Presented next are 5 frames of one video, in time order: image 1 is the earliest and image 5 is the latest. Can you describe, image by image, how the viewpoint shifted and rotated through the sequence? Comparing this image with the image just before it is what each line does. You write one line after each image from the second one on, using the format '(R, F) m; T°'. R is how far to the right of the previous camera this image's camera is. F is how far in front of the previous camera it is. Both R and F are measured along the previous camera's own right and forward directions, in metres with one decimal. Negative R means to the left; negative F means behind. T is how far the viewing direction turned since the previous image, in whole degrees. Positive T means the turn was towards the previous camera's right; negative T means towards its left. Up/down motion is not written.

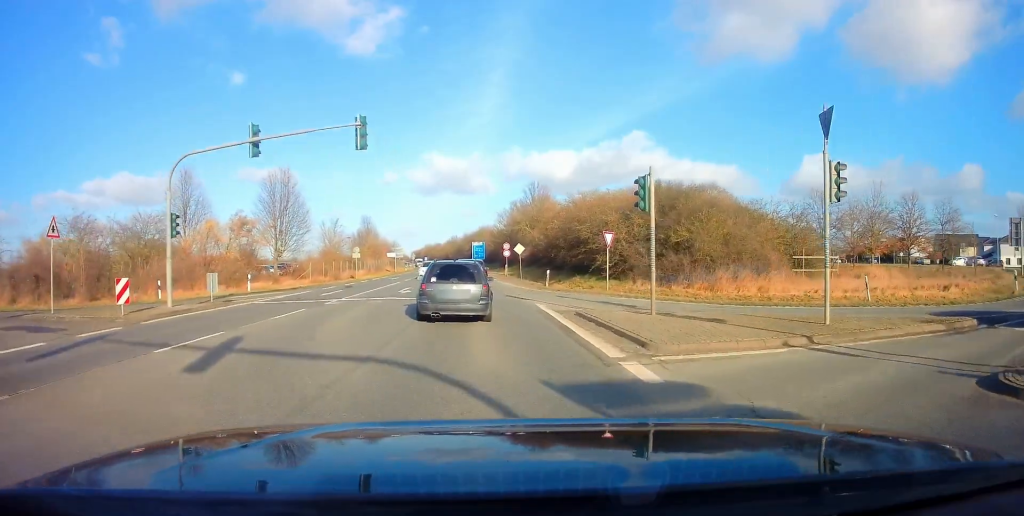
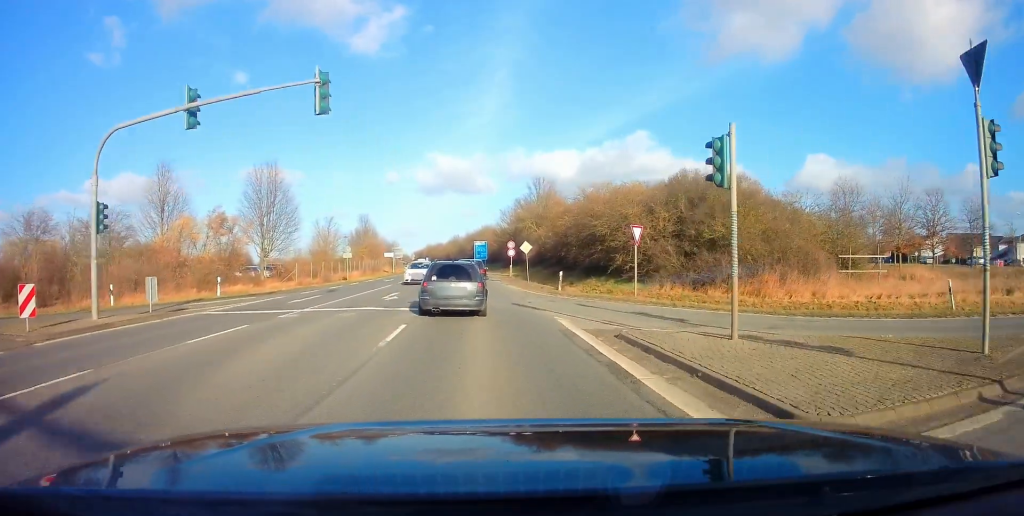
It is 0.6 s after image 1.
(+0.1, +4.6) m; -1°
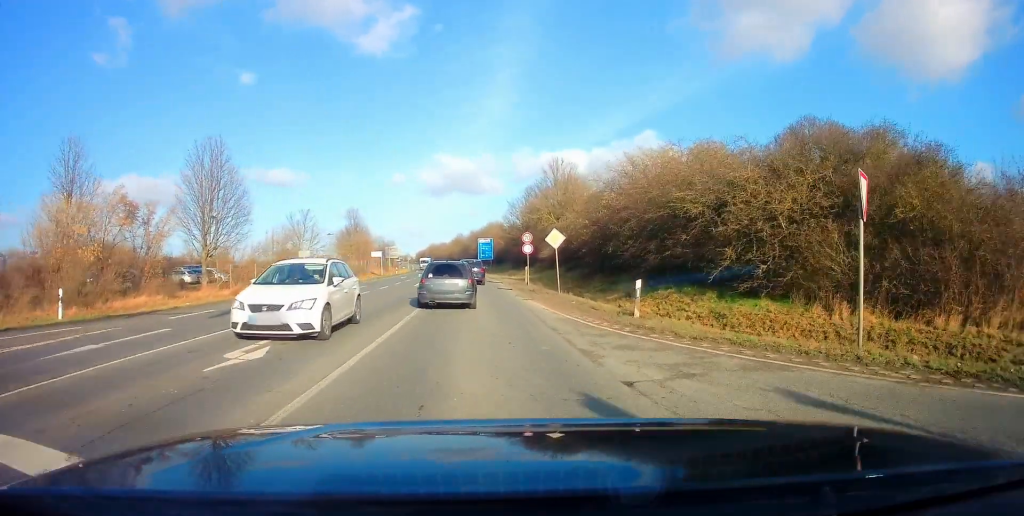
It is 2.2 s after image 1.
(-0.4, +13.0) m; -4°
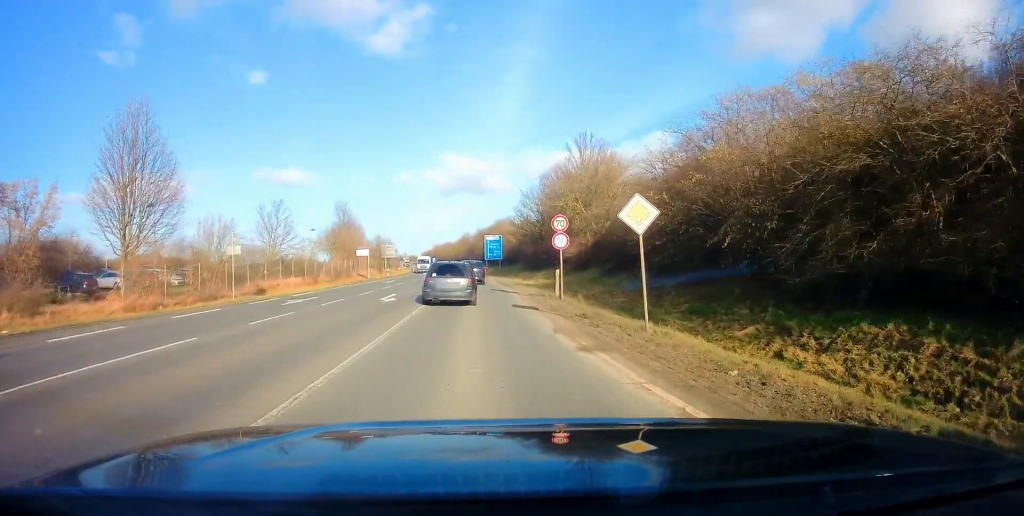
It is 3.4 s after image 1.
(0.0, +11.8) m; +1°
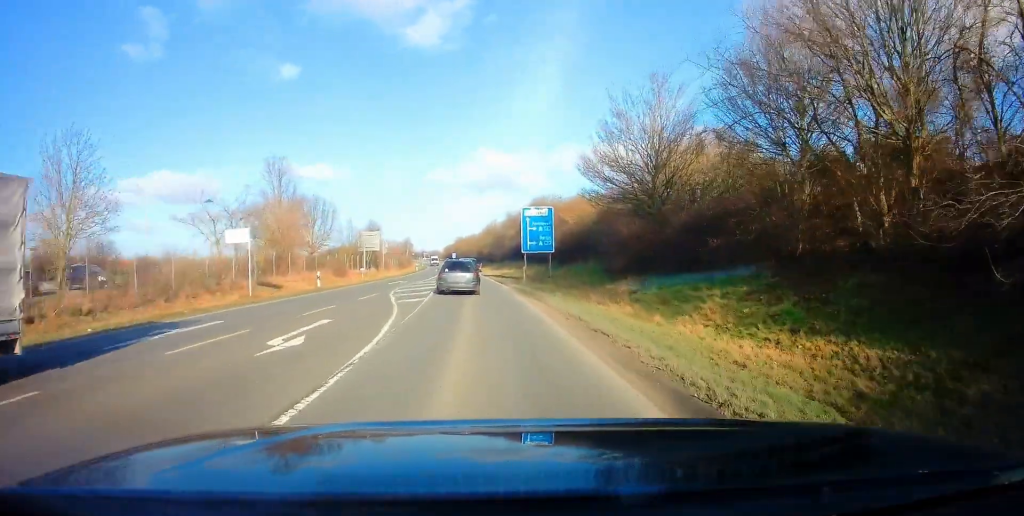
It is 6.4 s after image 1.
(-0.1, +34.8) m; -2°
